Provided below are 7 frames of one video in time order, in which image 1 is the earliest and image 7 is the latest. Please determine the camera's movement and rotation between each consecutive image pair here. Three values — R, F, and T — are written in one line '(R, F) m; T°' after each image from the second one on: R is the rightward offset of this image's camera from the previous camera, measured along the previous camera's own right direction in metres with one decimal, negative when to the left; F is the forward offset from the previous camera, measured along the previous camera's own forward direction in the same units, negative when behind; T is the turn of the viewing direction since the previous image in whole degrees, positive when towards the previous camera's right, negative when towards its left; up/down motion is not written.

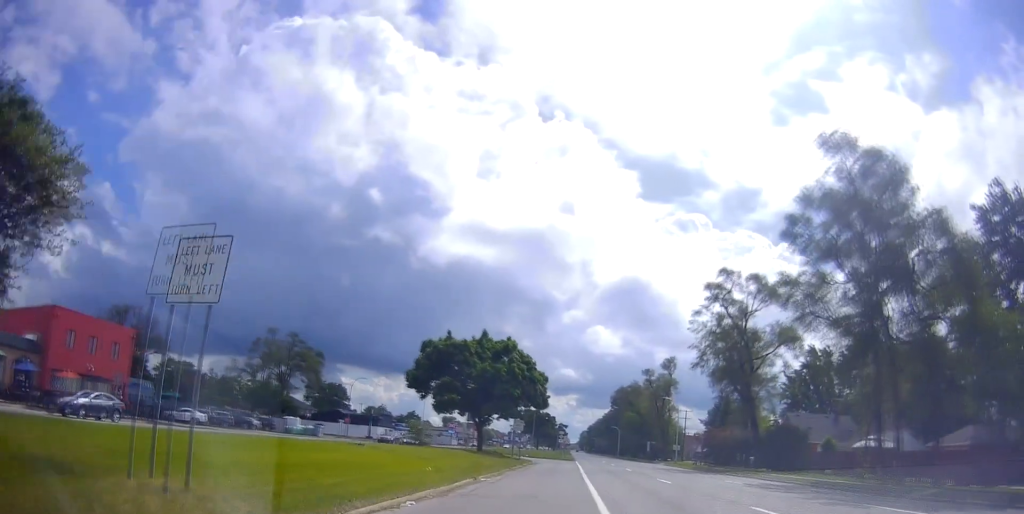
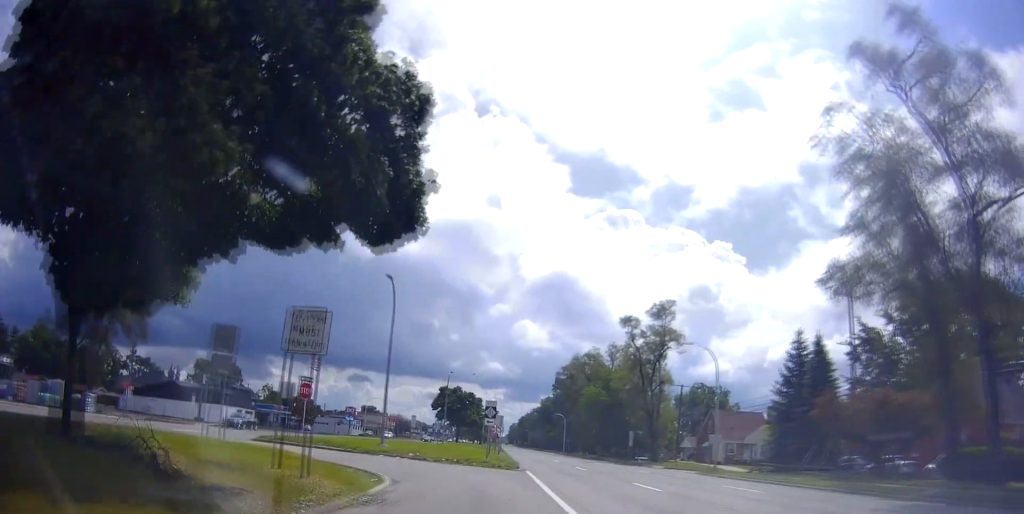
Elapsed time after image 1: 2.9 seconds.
(-1.6, +40.4) m; -3°
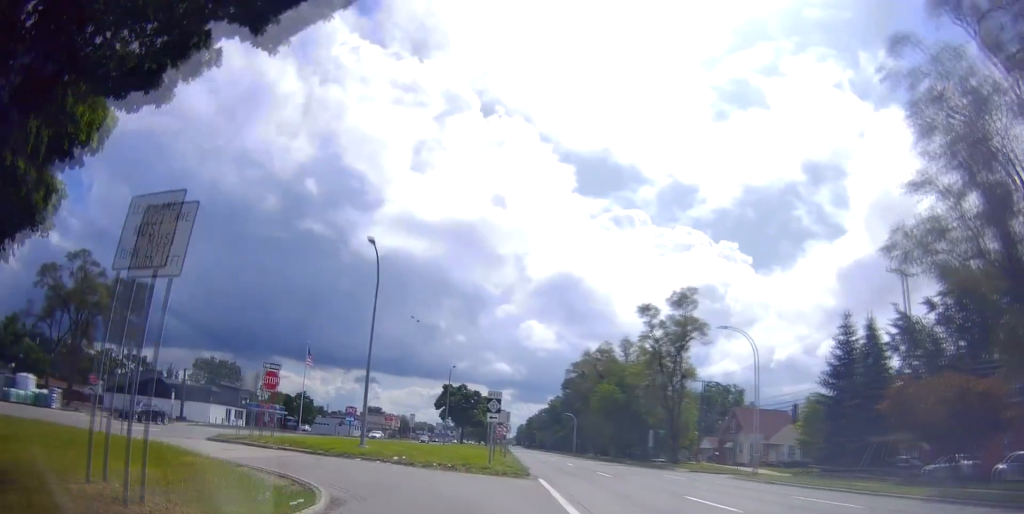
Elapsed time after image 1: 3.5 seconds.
(0.0, +7.2) m; +1°
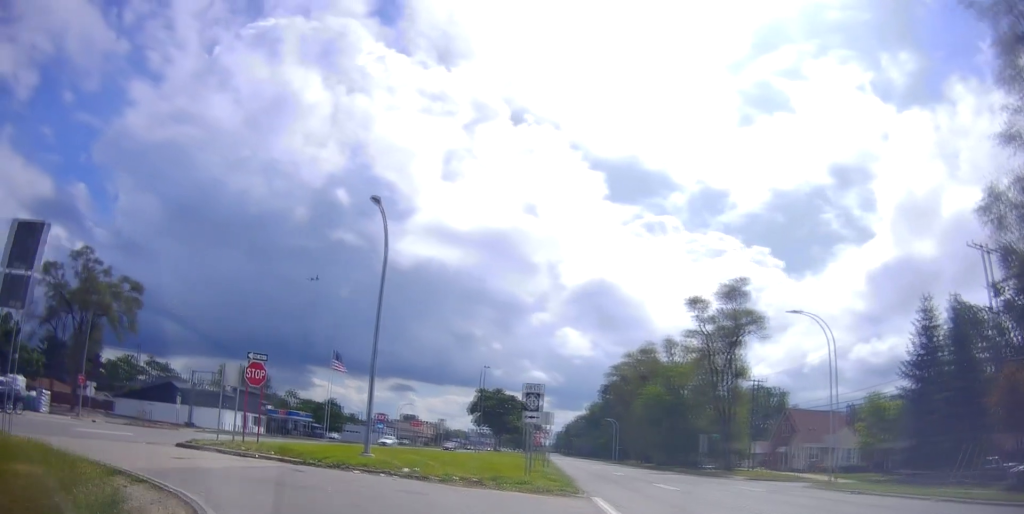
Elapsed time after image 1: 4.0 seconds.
(-0.1, +7.6) m; +1°
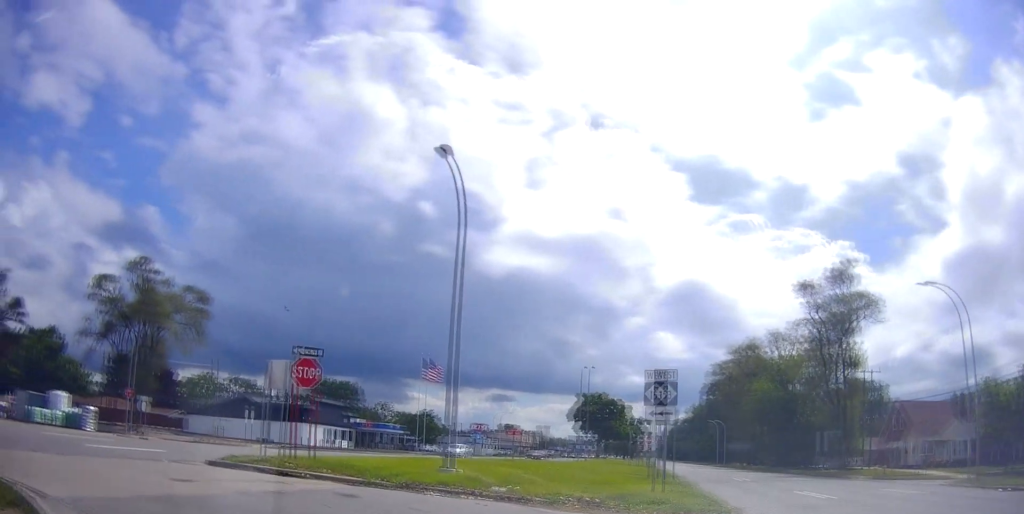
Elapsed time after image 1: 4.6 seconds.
(+0.3, +7.3) m; 0°
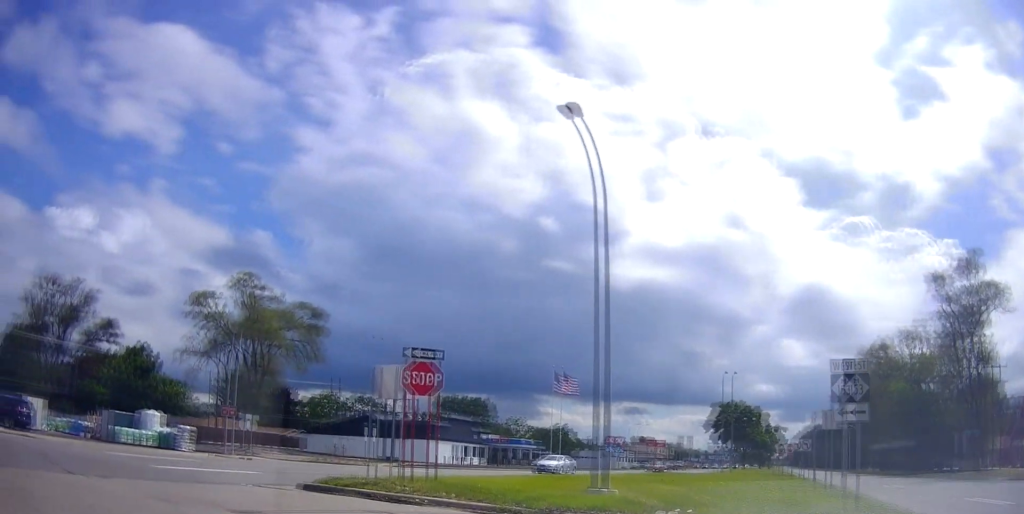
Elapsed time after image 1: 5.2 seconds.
(+0.1, +6.1) m; -1°
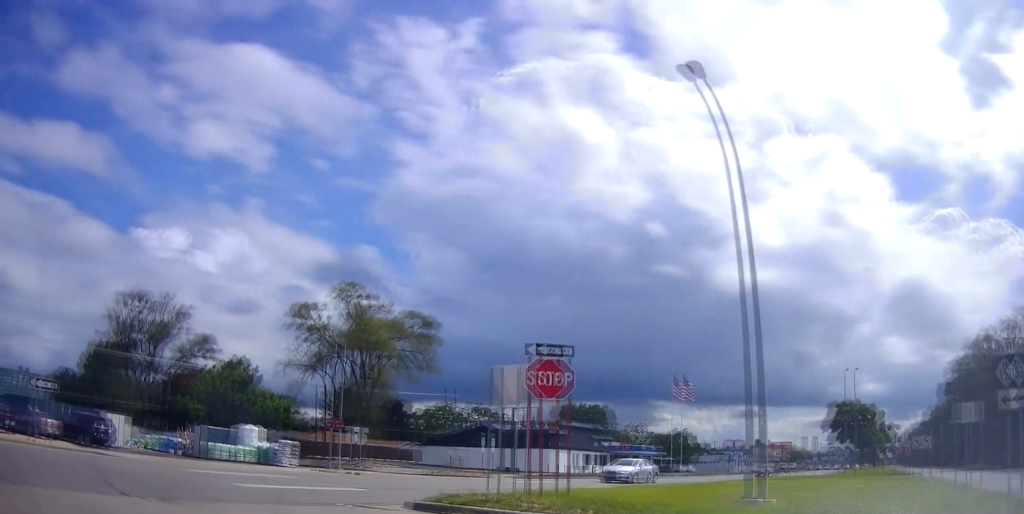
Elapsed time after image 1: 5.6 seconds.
(-0.2, +4.3) m; -2°
